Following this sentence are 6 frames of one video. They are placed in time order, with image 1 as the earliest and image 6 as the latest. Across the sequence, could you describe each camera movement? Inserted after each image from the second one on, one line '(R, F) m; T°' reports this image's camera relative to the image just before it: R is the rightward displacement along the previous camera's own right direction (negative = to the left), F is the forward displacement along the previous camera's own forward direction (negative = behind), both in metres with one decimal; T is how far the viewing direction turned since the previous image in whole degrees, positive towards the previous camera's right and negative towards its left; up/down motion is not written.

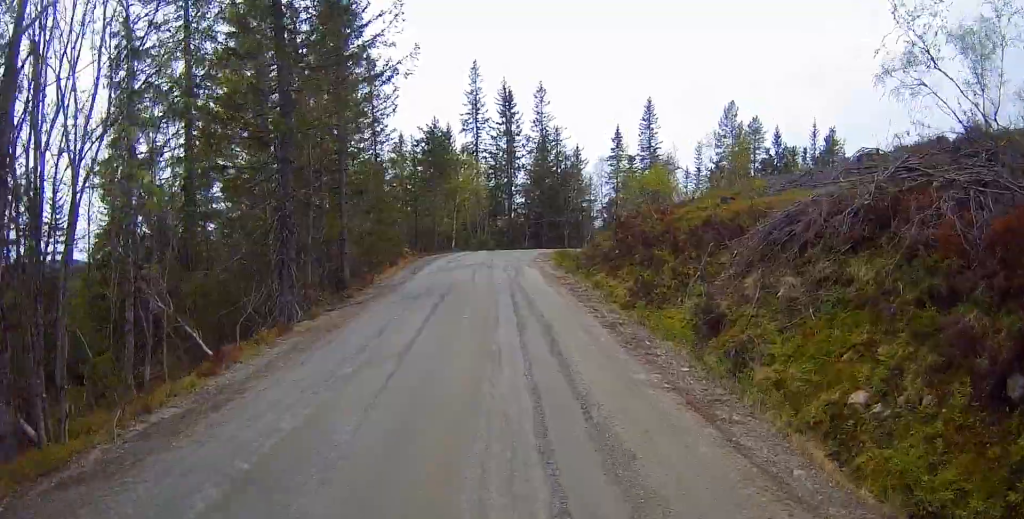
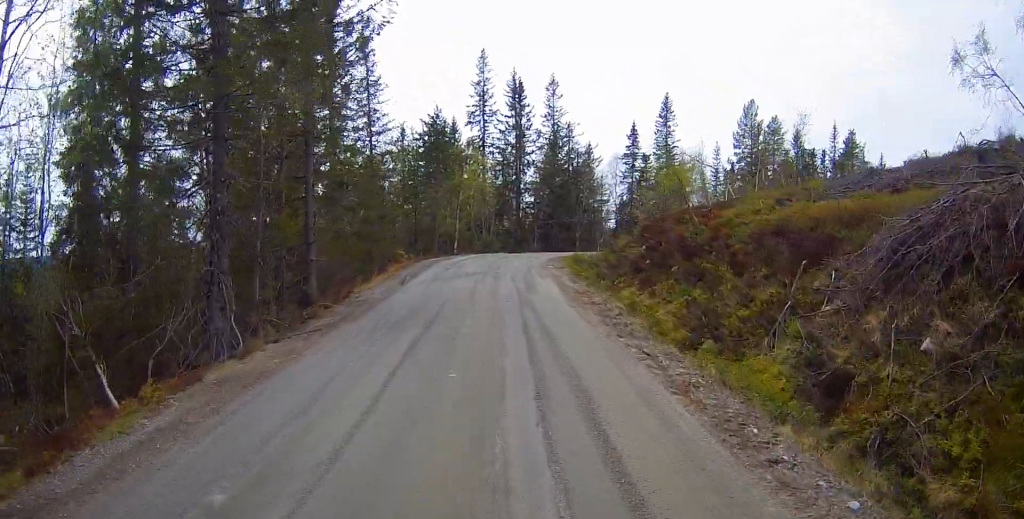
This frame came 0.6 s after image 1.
(-0.1, +4.0) m; -2°
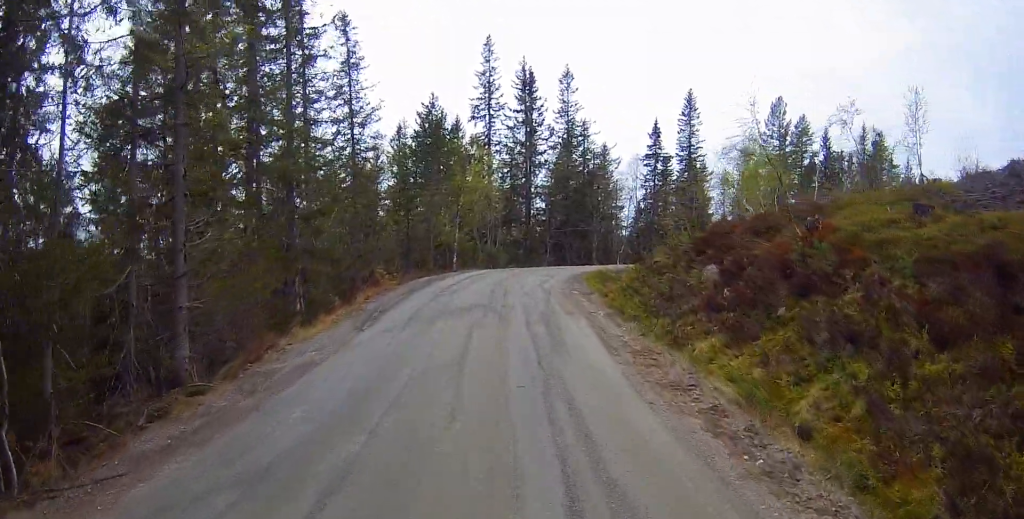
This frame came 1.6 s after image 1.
(-0.2, +7.0) m; -1°
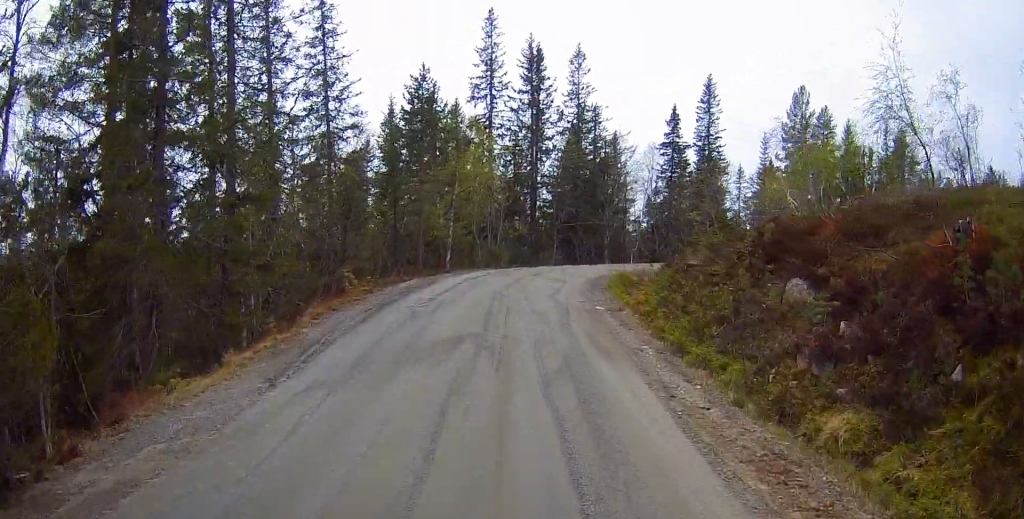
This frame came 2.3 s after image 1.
(0.0, +5.3) m; 0°
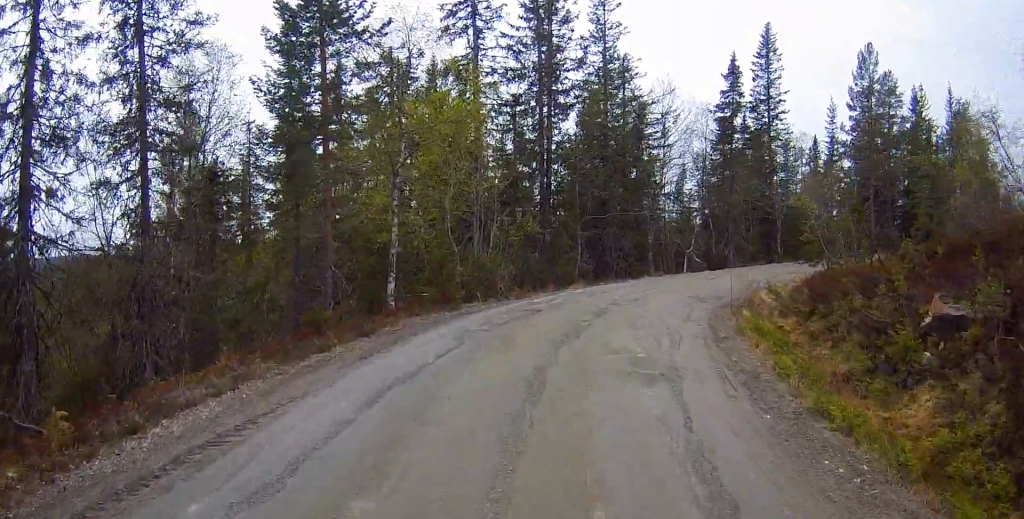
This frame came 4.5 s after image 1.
(-0.5, +15.4) m; -2°
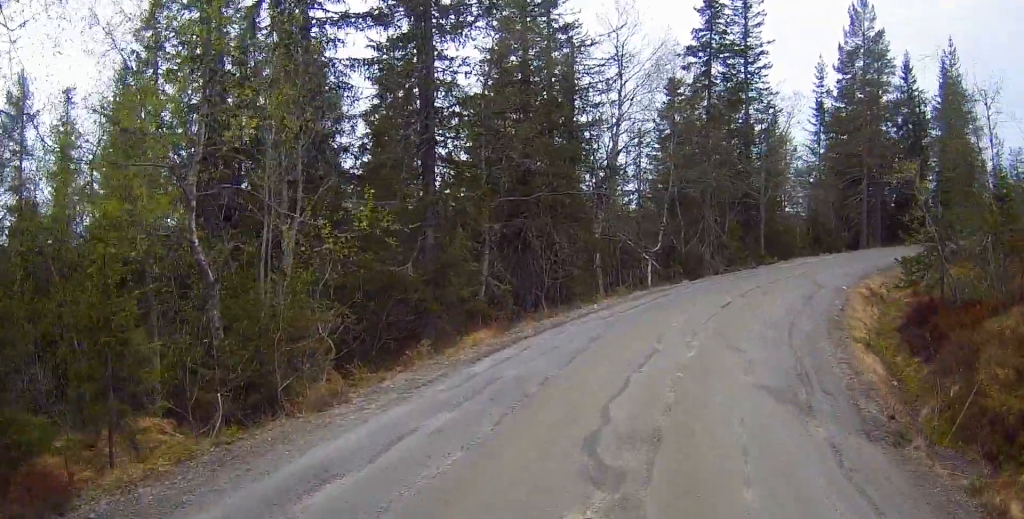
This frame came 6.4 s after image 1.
(+1.2, +12.1) m; +13°
